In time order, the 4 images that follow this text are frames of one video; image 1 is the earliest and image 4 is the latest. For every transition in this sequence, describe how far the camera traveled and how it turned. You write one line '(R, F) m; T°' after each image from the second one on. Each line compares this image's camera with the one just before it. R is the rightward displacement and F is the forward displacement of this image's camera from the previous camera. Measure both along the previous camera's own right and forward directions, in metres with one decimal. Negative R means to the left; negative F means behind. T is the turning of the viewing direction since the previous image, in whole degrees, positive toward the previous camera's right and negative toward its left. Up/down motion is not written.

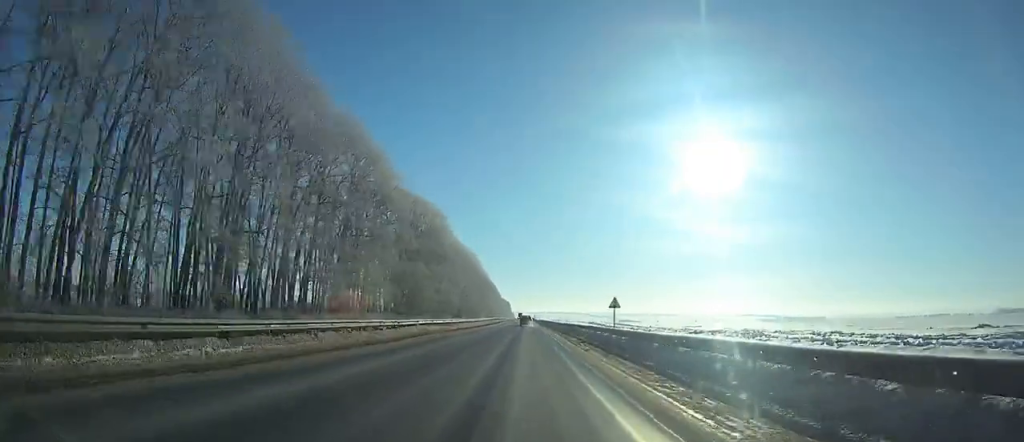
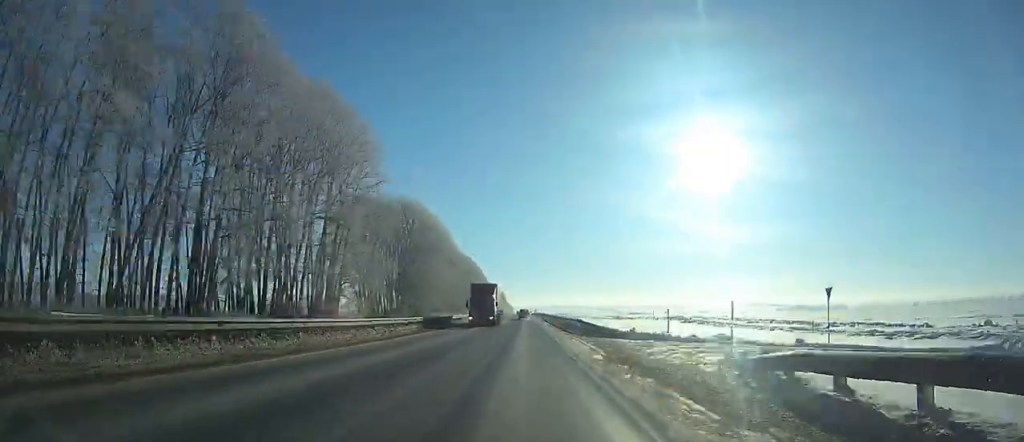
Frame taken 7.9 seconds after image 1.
(+0.1, +195.7) m; -3°
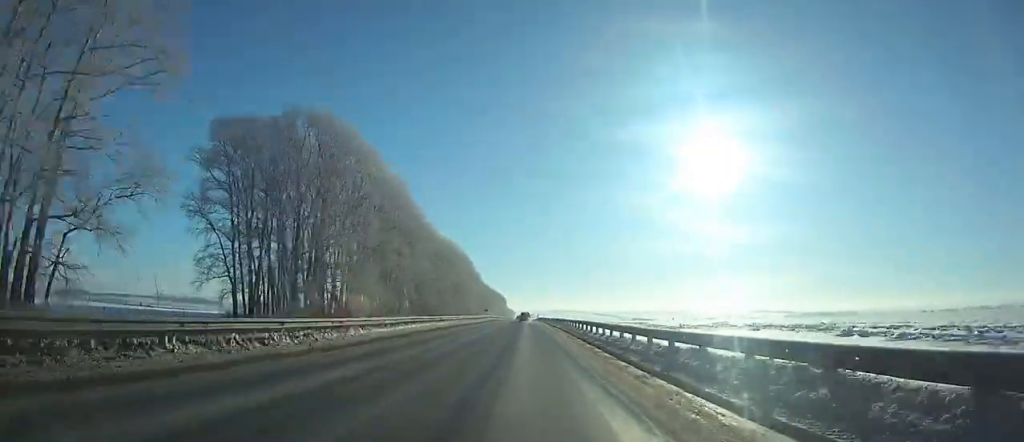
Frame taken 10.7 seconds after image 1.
(+2.6, +64.9) m; +3°
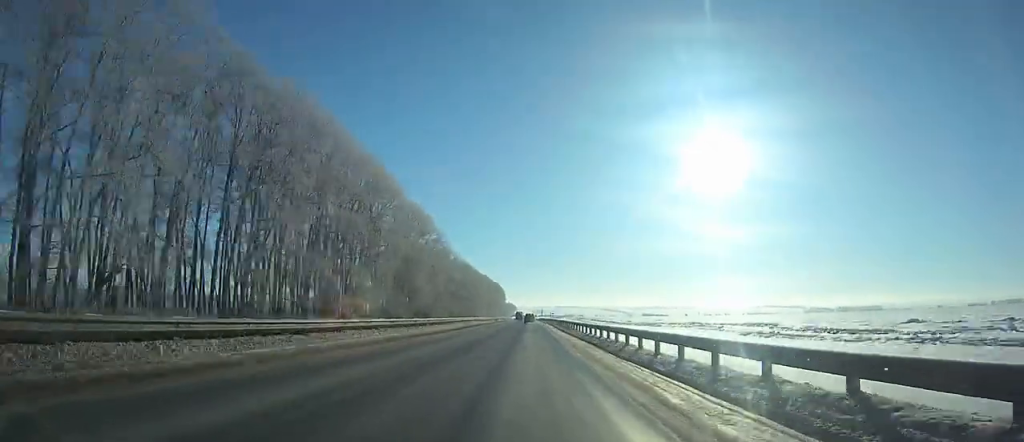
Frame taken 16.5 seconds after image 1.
(+0.4, +125.9) m; 0°
